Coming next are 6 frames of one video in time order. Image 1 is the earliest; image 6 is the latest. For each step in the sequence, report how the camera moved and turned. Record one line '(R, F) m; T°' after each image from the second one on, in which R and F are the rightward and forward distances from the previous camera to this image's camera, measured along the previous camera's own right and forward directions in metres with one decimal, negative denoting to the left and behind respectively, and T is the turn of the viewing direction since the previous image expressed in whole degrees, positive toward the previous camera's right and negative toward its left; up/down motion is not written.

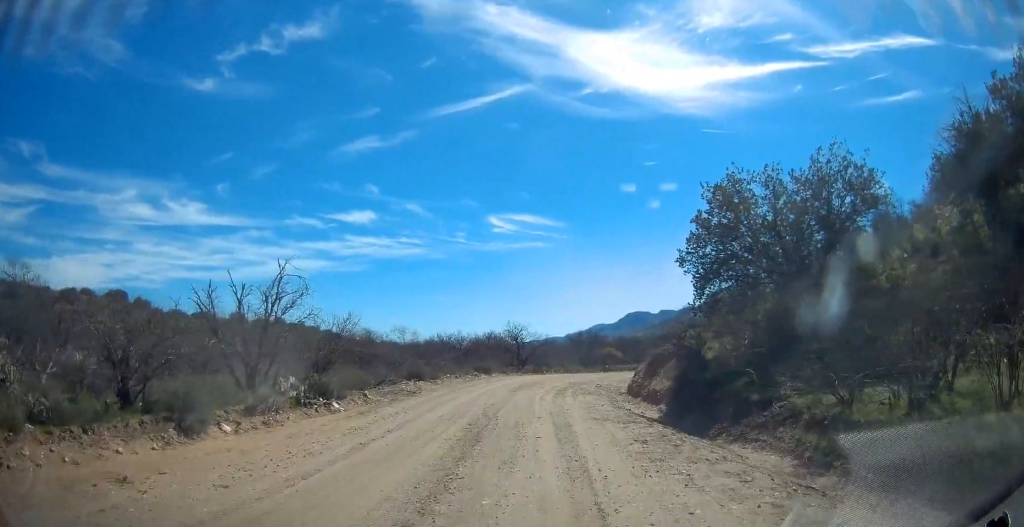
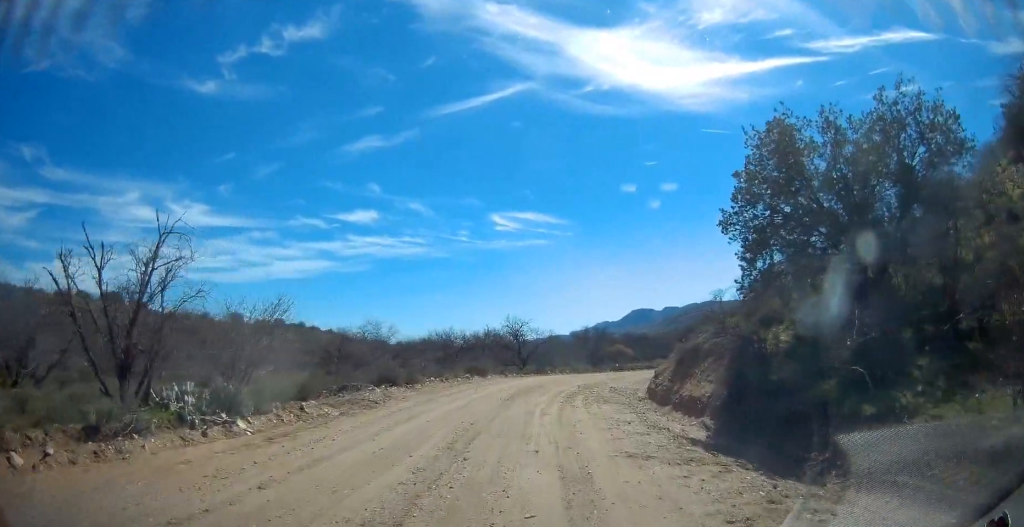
(+0.3, +5.5) m; -3°
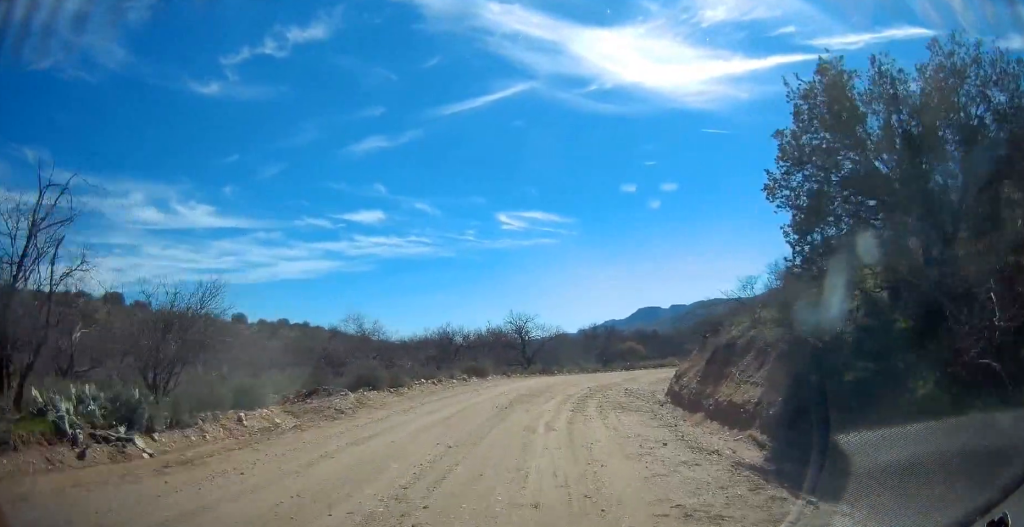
(-0.3, +3.4) m; -1°
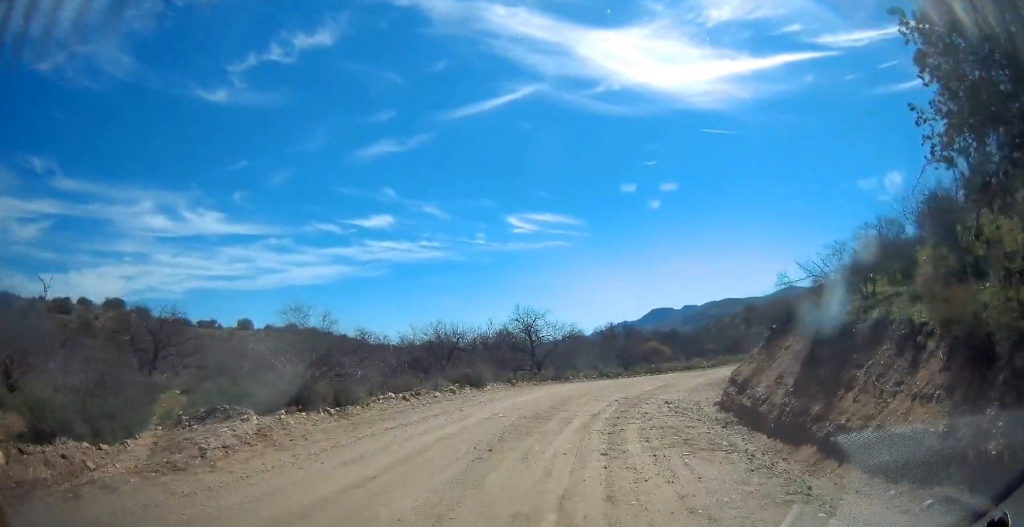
(-0.3, +6.5) m; 0°
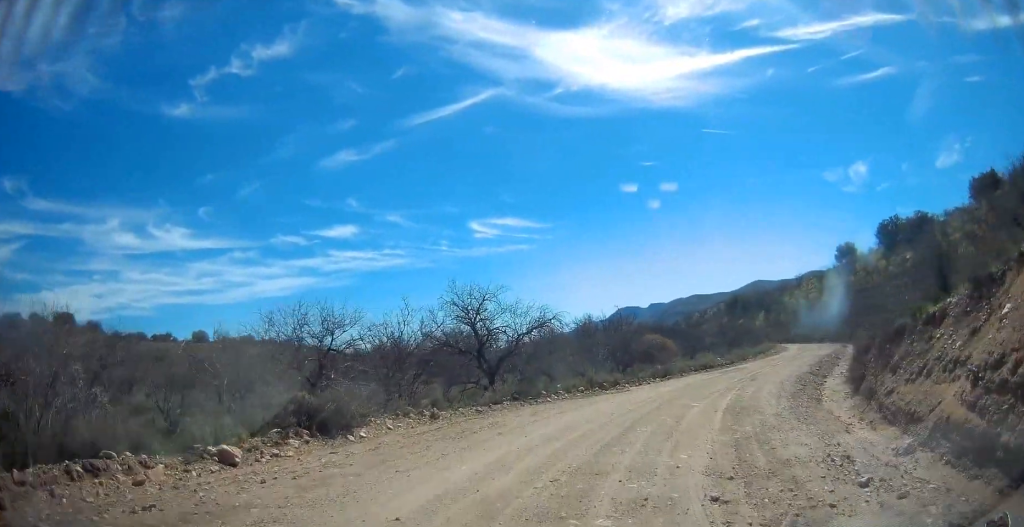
(+0.3, +13.7) m; +2°
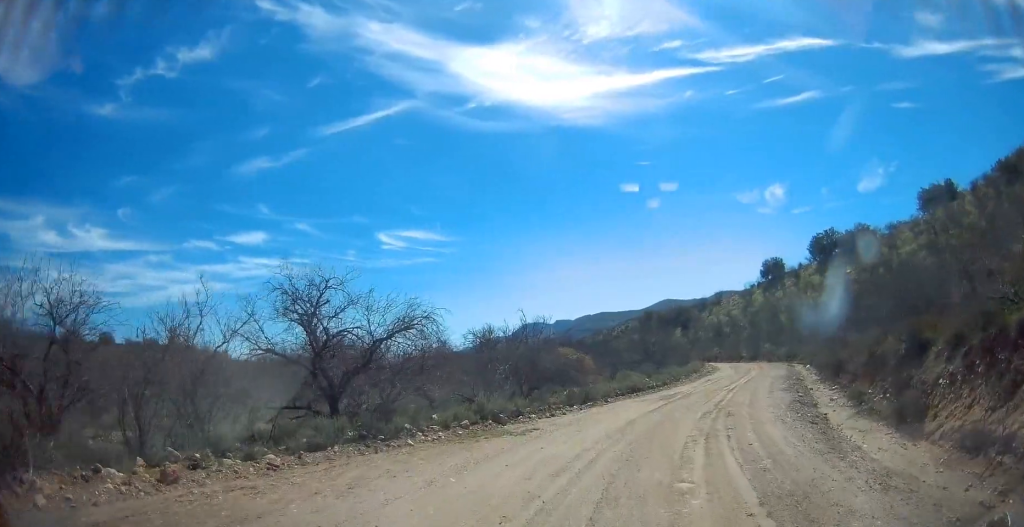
(+0.5, +7.2) m; +9°
